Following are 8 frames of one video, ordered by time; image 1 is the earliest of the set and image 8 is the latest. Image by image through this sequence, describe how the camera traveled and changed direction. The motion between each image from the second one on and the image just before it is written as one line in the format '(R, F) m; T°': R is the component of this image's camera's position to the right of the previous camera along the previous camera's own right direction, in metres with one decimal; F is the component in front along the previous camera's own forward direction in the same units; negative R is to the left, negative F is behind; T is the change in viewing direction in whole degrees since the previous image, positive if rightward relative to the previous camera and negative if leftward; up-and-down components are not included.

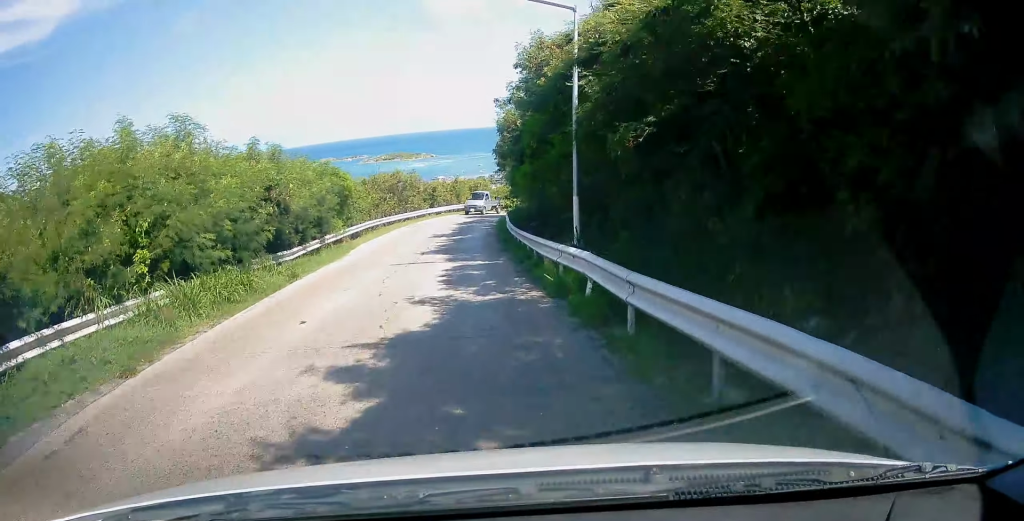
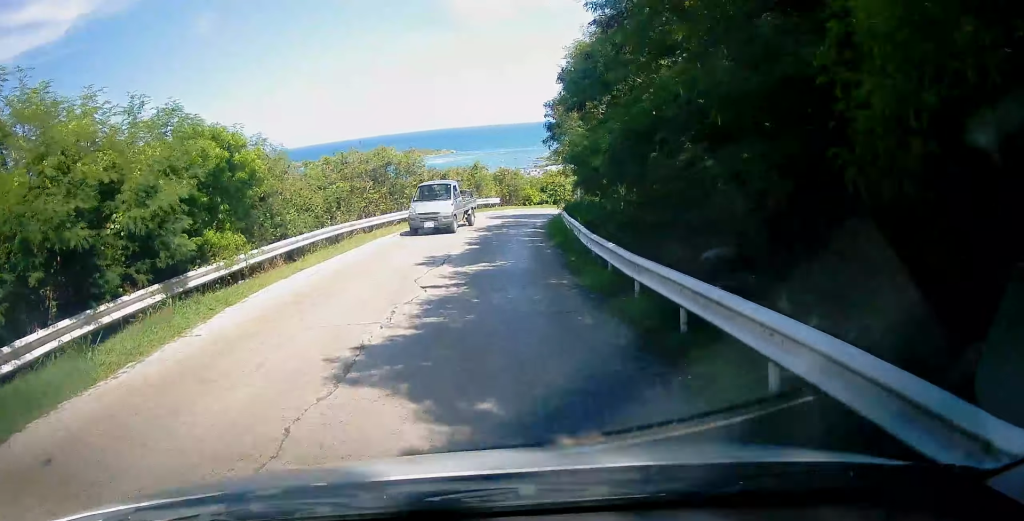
(+0.3, +14.1) m; 0°
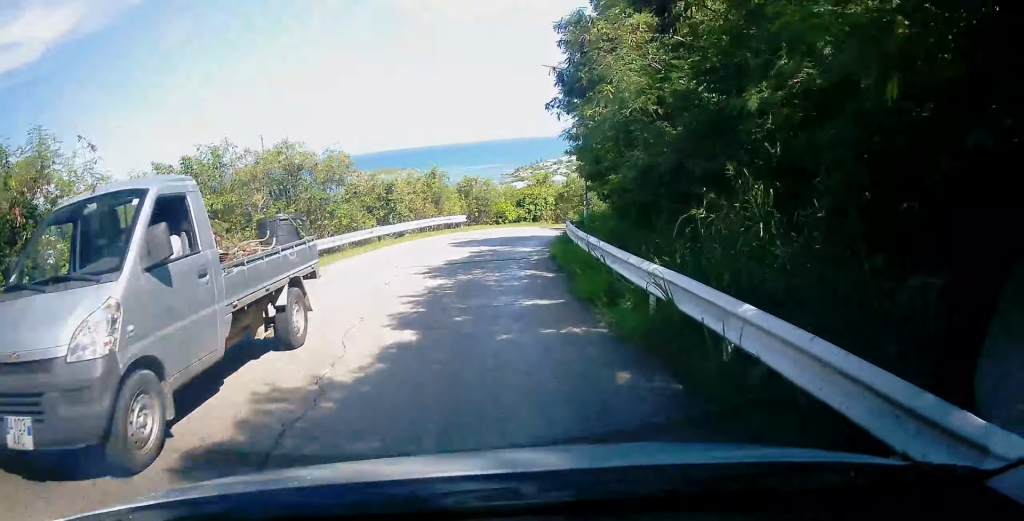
(-0.2, +9.2) m; 0°
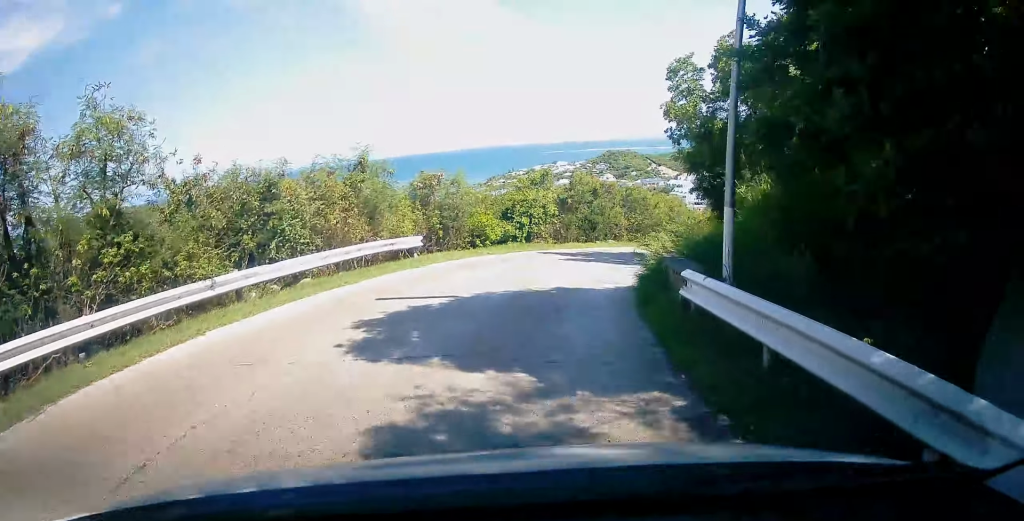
(+0.4, +12.3) m; +7°
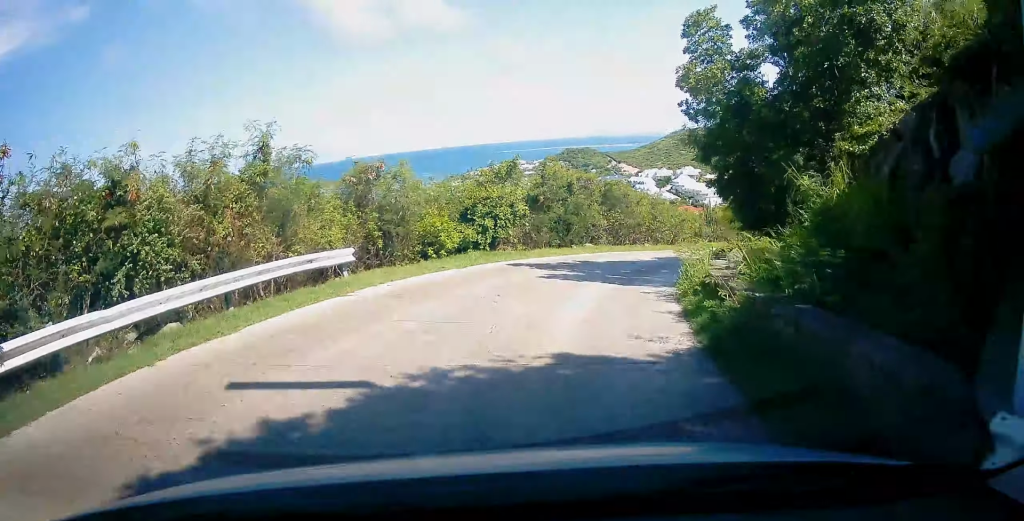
(+0.3, +4.8) m; +6°
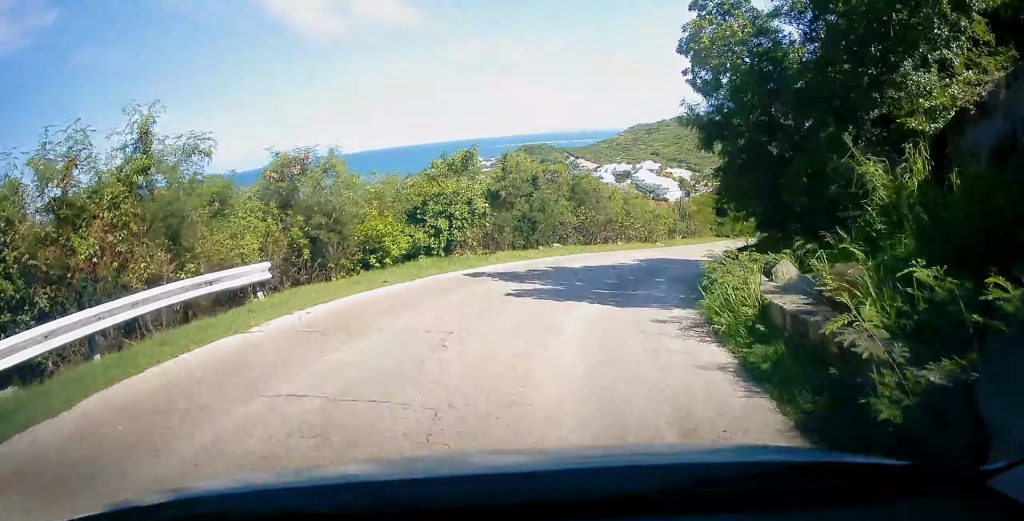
(+0.1, +3.0) m; +4°
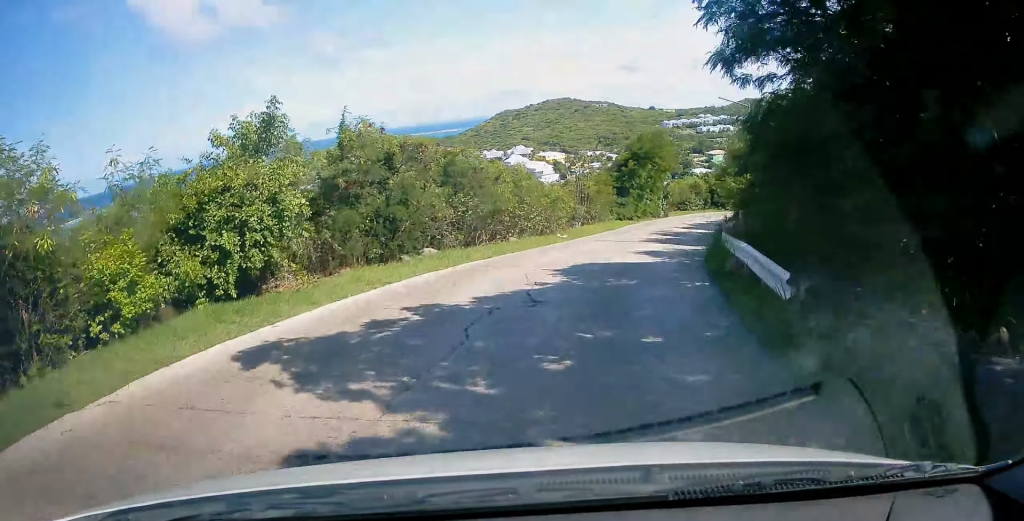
(+0.7, +7.0) m; +10°
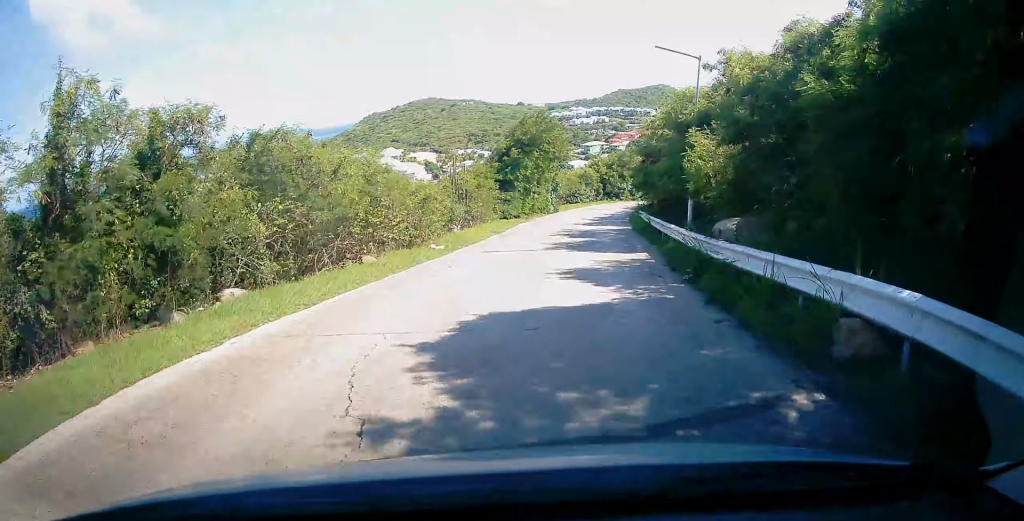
(+0.4, +6.5) m; +9°
